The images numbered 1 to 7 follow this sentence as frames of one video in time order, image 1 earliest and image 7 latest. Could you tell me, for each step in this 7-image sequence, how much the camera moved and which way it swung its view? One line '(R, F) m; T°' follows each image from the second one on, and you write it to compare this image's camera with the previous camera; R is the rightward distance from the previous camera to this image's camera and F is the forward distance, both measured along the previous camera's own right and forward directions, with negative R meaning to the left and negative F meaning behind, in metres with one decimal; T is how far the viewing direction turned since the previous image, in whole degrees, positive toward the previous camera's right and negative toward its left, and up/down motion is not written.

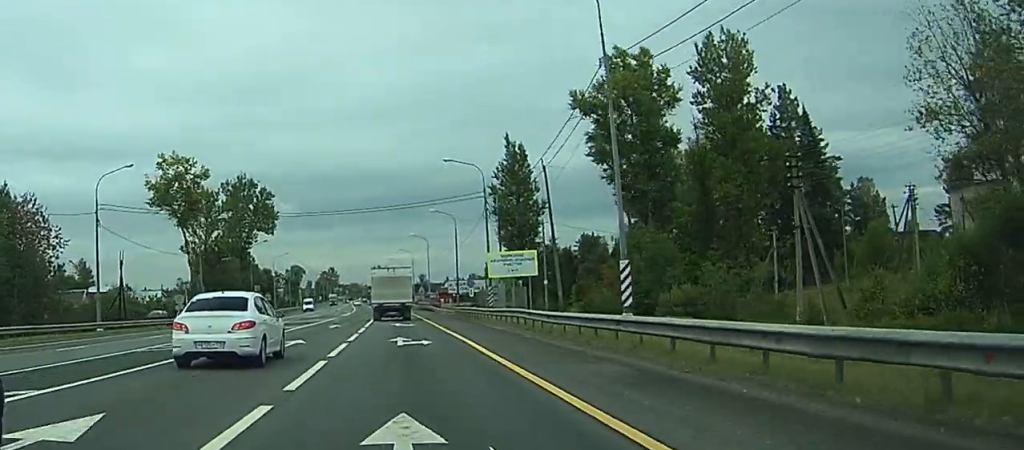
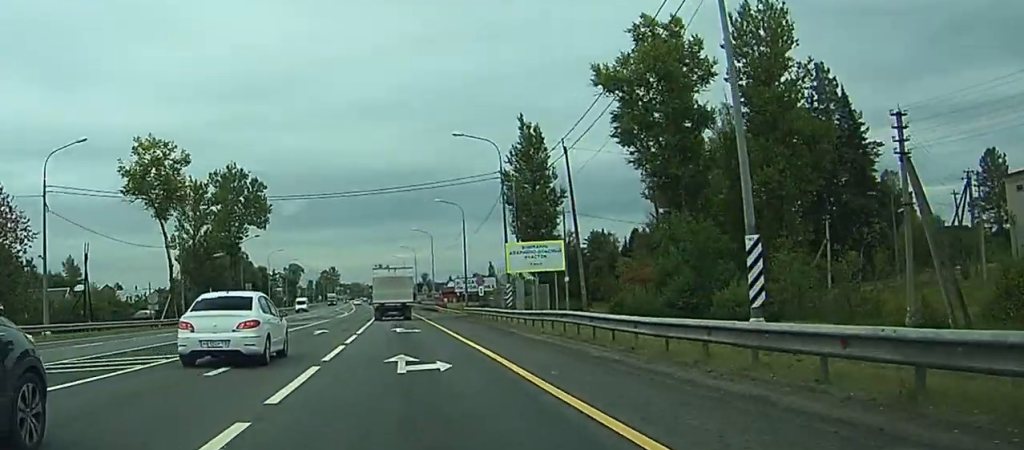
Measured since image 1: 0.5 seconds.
(0.0, +9.3) m; 0°
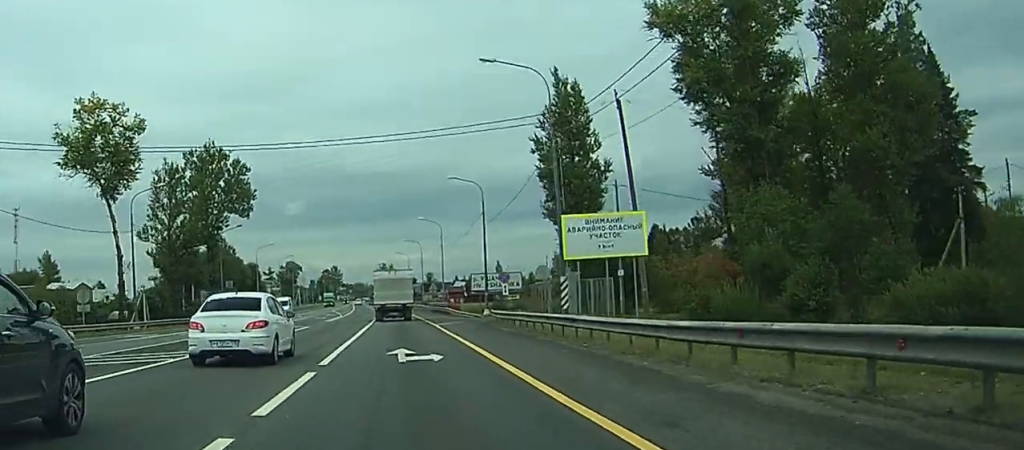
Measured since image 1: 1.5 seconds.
(-0.1, +16.3) m; 0°
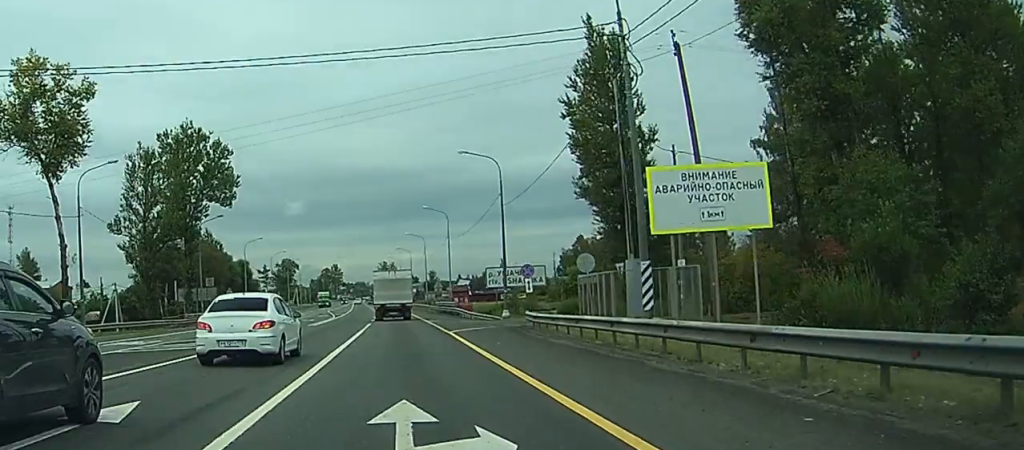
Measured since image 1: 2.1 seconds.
(0.0, +11.7) m; 0°
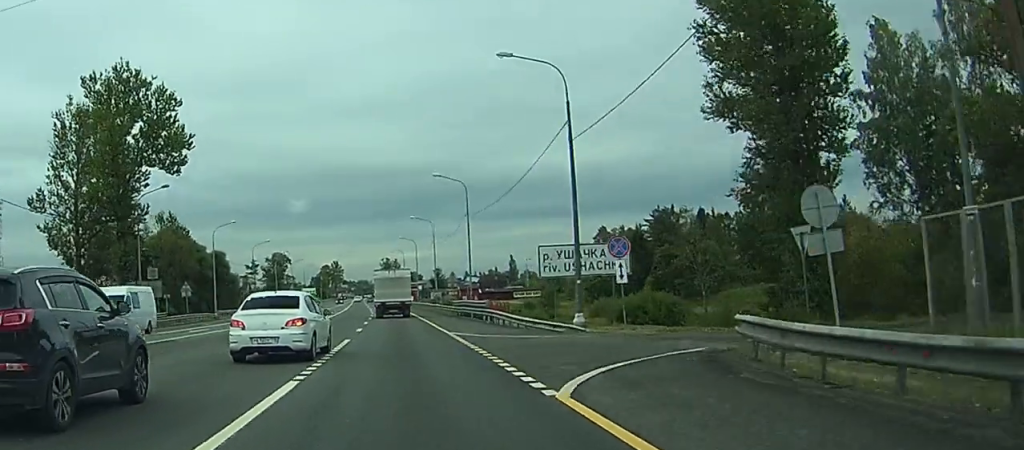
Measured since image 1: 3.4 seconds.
(+0.2, +22.9) m; +1°
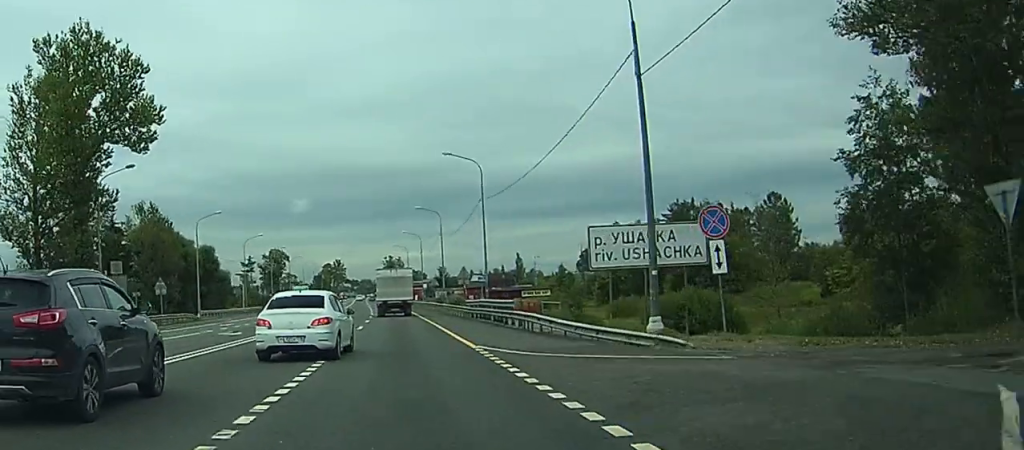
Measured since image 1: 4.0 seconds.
(-0.1, +10.0) m; +3°
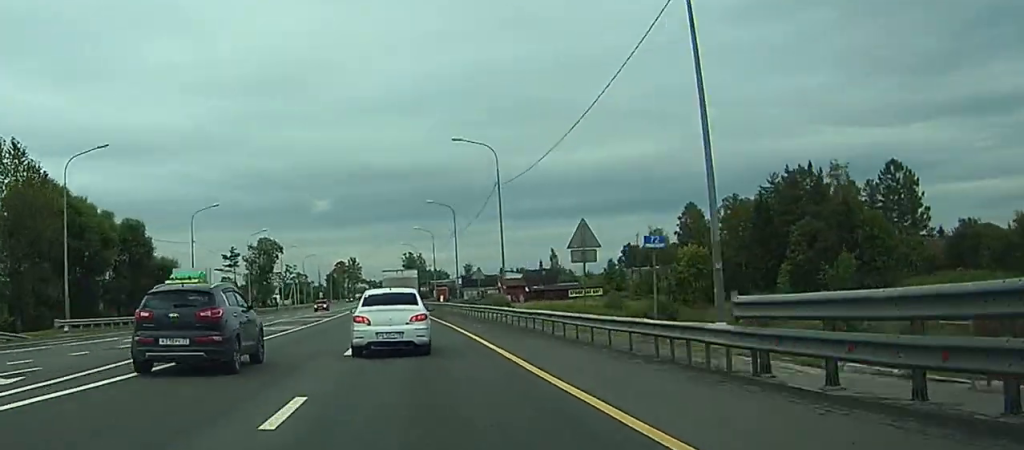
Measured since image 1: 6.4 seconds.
(-2.4, +42.1) m; +2°
